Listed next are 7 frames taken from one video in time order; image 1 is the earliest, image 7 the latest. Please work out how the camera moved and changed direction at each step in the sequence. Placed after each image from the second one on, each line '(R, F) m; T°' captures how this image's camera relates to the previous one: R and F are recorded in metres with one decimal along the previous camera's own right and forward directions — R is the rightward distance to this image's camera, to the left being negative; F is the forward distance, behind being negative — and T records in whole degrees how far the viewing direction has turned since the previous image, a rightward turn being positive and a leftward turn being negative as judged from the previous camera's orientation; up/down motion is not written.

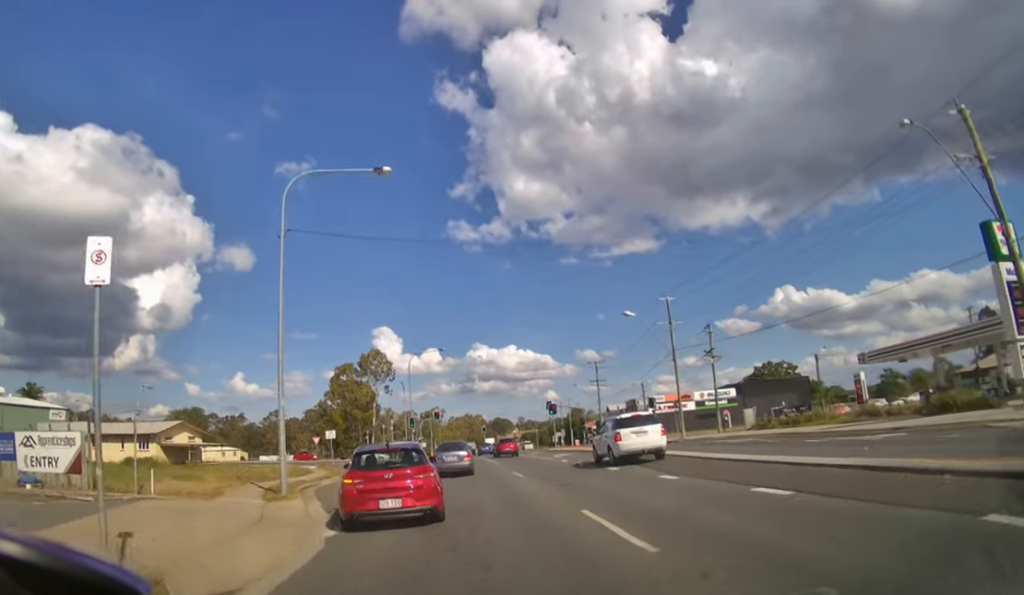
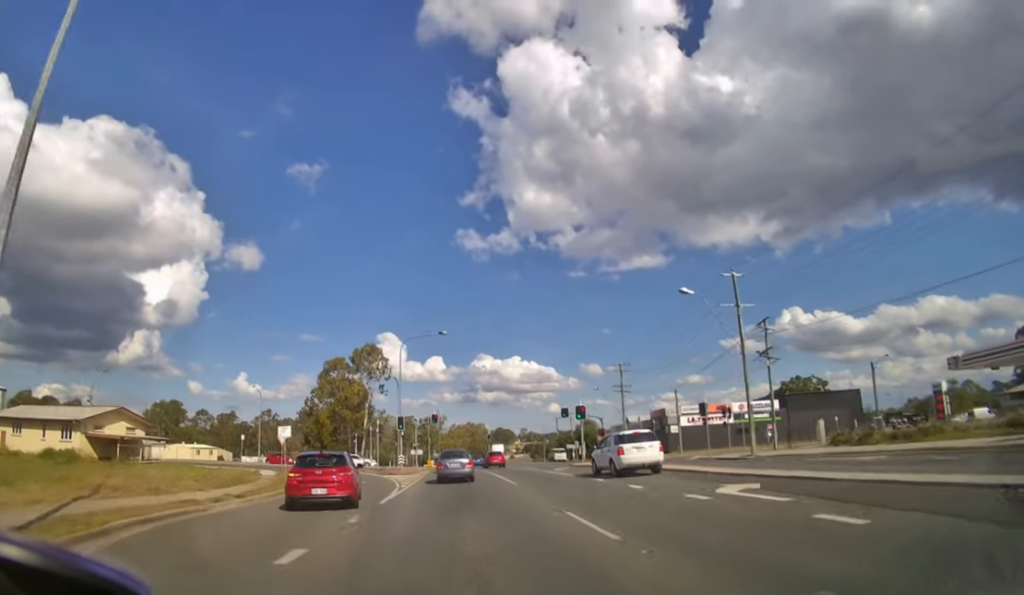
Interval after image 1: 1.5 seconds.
(0.0, +10.5) m; 0°
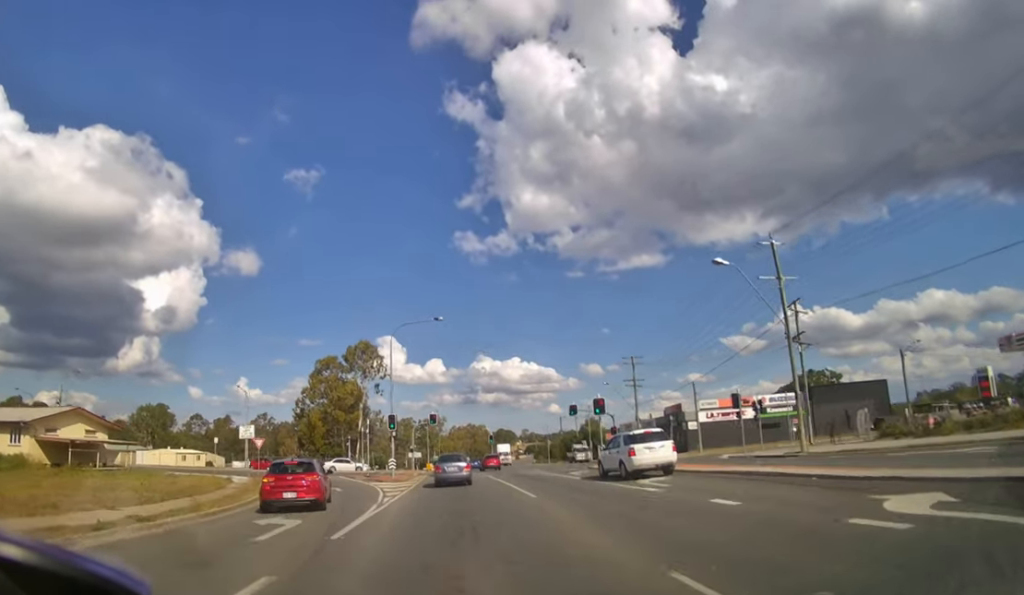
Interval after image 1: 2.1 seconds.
(0.0, +5.5) m; 0°
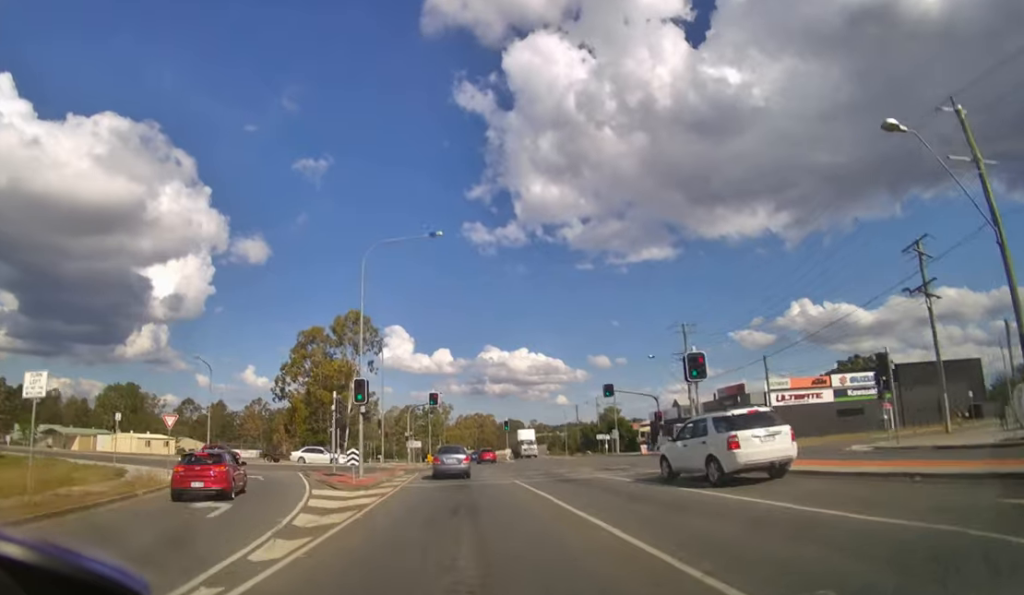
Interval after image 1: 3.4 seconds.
(0.0, +13.7) m; 0°
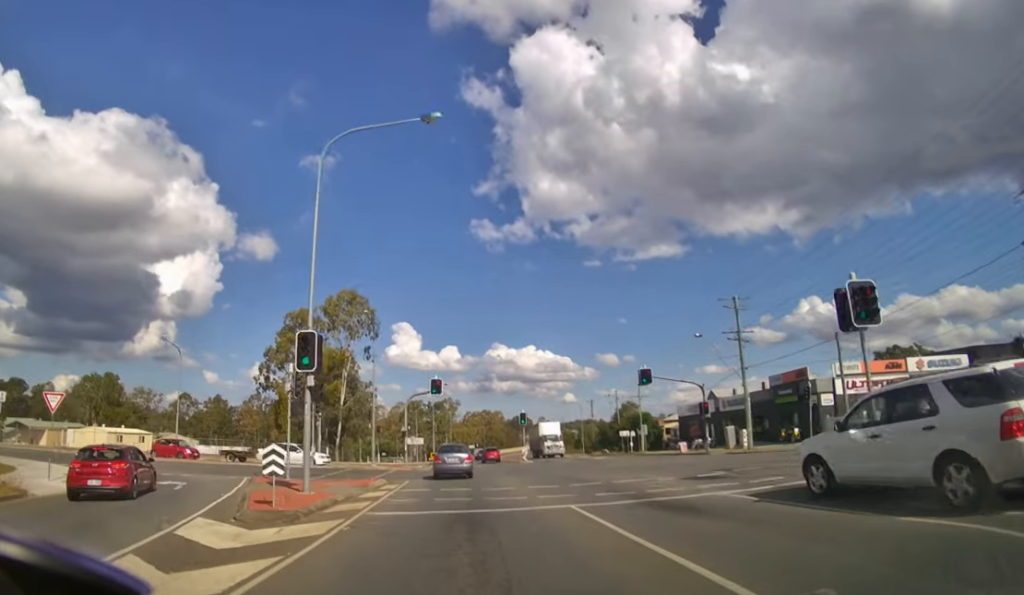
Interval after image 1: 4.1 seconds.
(0.0, +9.0) m; -1°
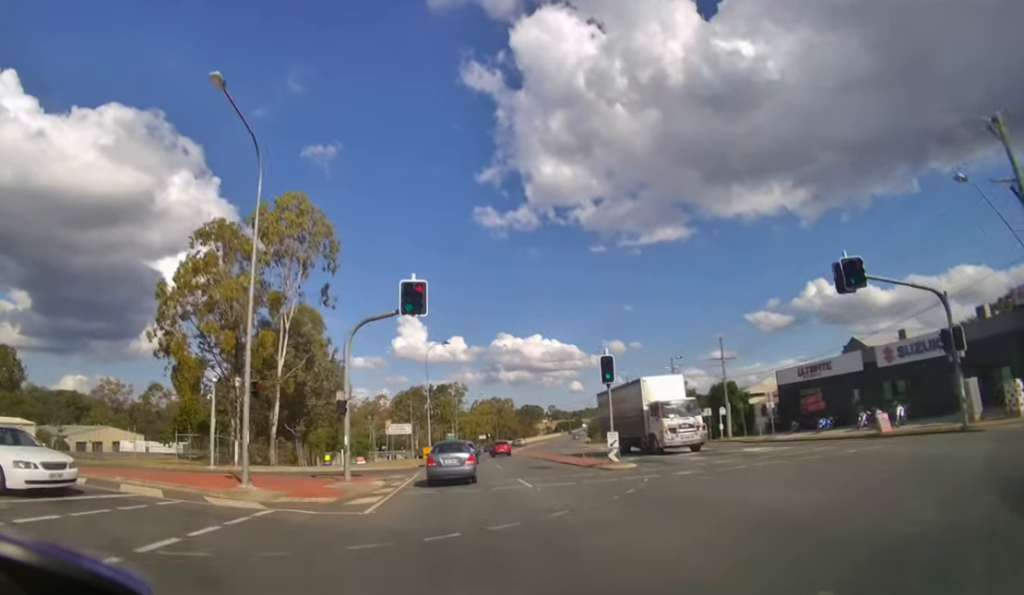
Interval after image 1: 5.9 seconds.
(-0.4, +23.3) m; -1°
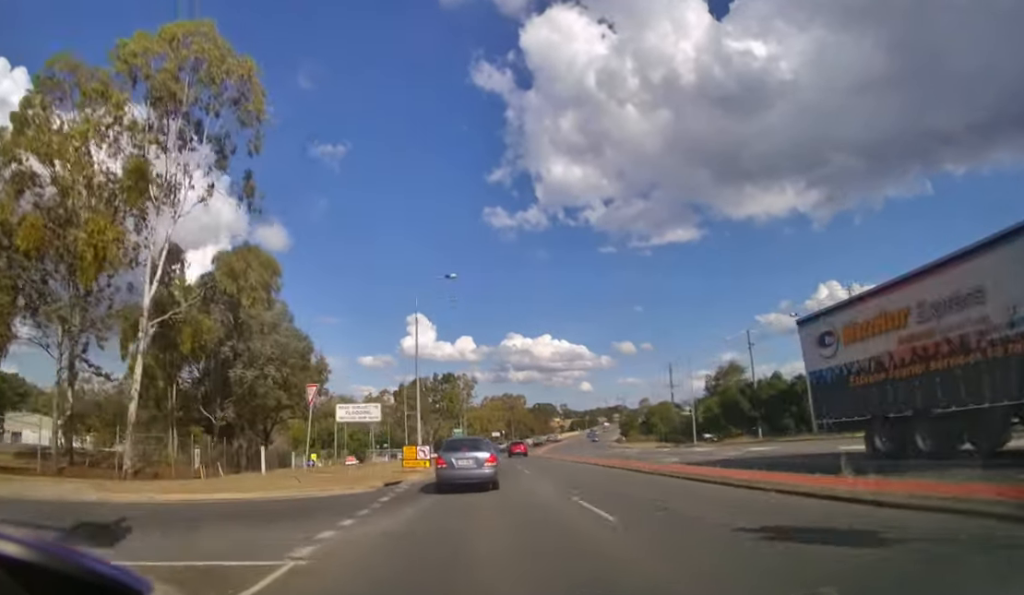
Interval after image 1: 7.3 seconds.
(0.0, +17.3) m; 0°
